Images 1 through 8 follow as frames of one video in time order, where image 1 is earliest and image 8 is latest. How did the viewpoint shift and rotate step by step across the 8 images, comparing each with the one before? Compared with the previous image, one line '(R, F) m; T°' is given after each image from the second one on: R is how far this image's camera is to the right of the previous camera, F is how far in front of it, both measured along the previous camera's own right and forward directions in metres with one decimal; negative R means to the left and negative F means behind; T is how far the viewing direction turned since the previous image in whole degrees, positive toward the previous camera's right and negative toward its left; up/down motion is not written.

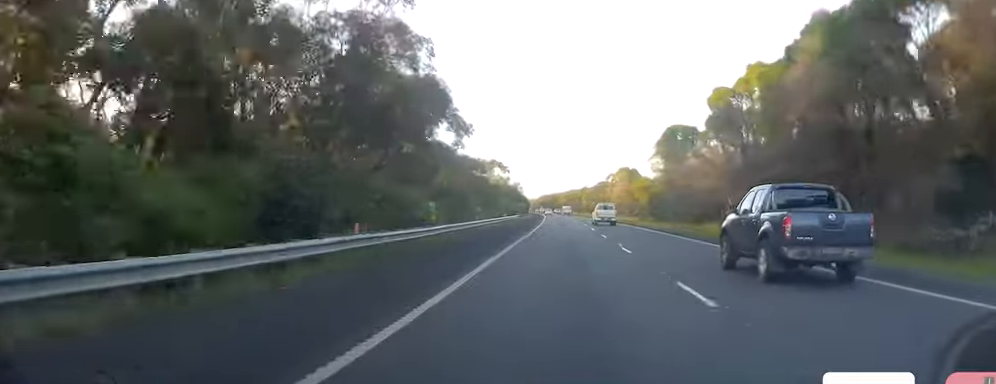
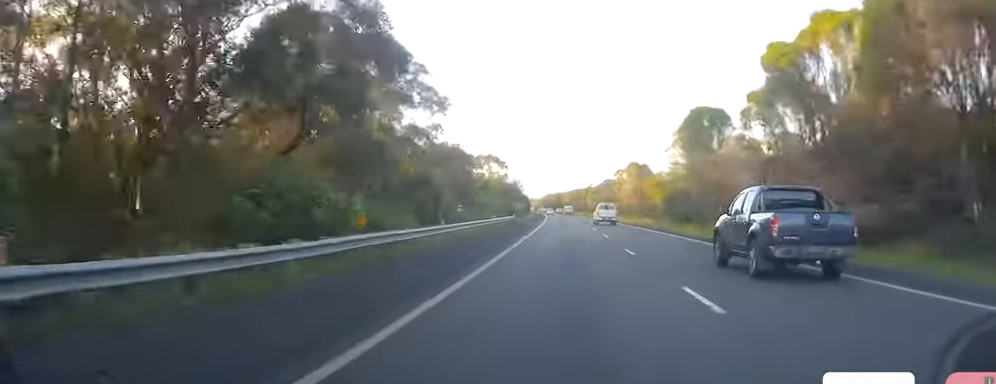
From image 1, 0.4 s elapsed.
(-0.1, +12.4) m; 0°
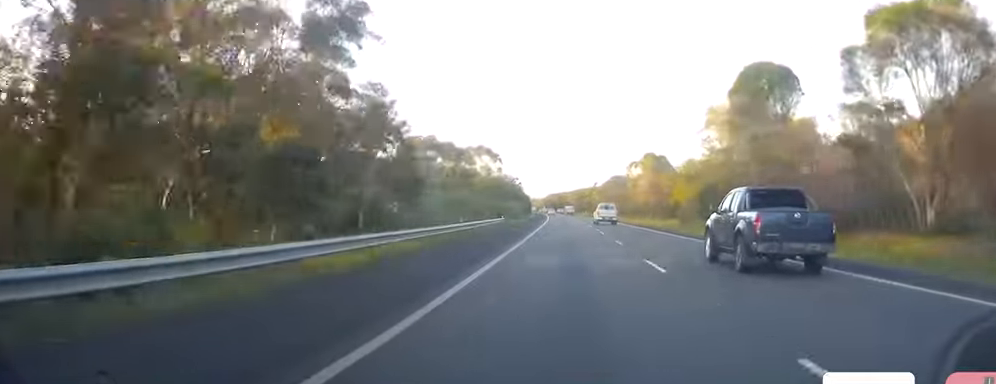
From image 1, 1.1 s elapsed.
(+0.2, +18.1) m; 0°
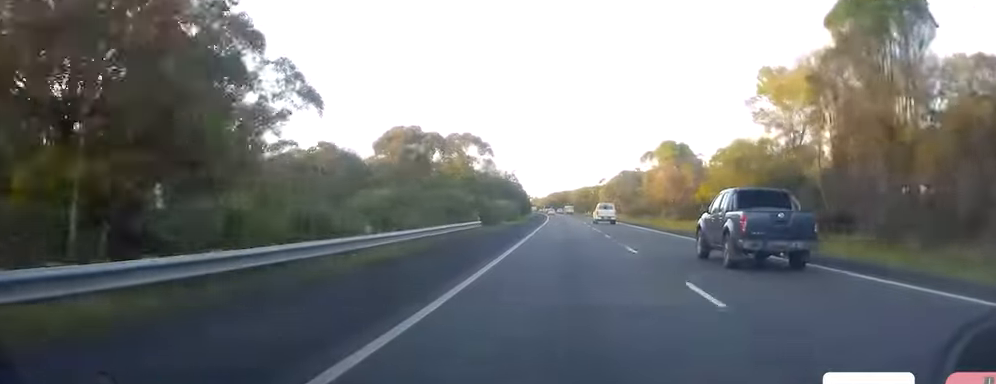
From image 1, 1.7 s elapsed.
(0.0, +17.1) m; 0°
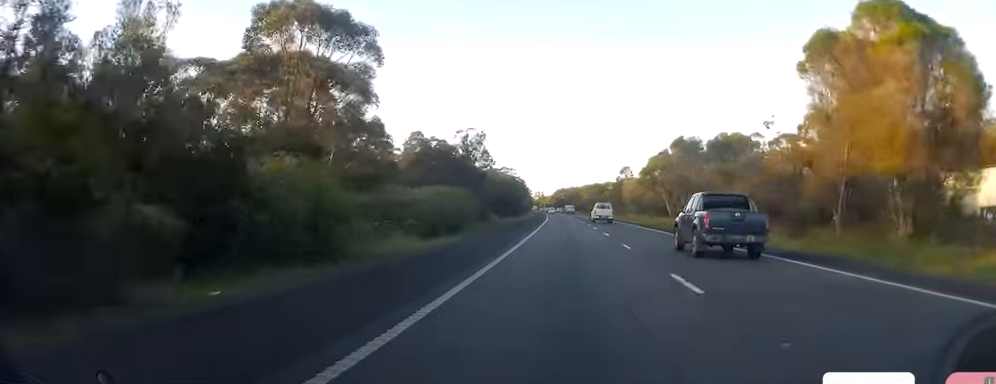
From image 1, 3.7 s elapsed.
(-0.8, +58.1) m; -2°
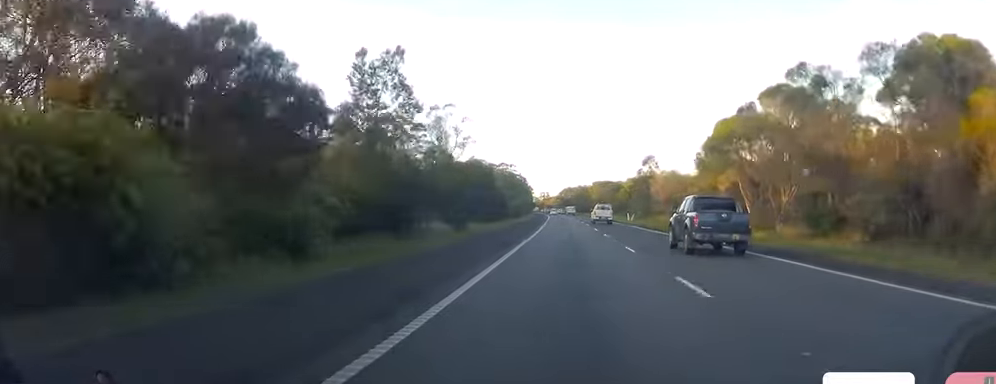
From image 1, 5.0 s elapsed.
(-0.6, +36.1) m; 0°
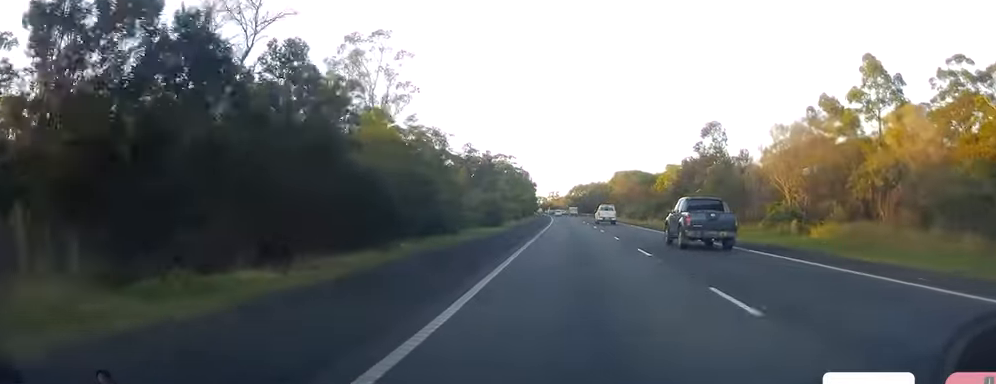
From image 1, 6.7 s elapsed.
(+0.5, +49.4) m; -1°
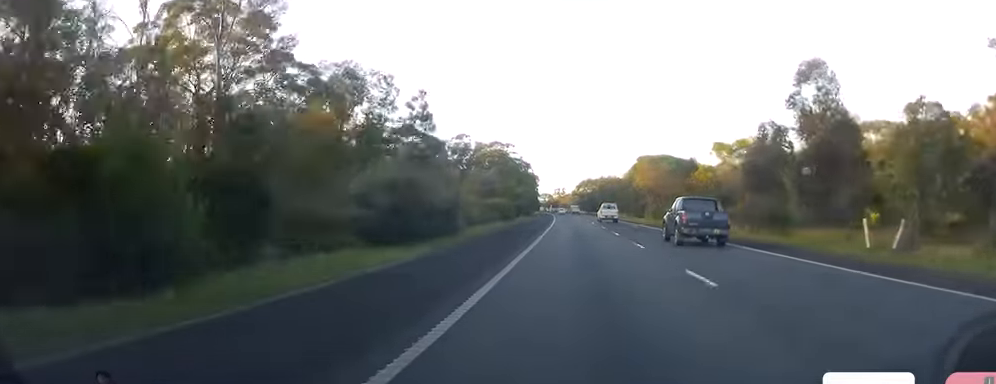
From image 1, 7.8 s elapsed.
(-0.7, +32.4) m; -1°
